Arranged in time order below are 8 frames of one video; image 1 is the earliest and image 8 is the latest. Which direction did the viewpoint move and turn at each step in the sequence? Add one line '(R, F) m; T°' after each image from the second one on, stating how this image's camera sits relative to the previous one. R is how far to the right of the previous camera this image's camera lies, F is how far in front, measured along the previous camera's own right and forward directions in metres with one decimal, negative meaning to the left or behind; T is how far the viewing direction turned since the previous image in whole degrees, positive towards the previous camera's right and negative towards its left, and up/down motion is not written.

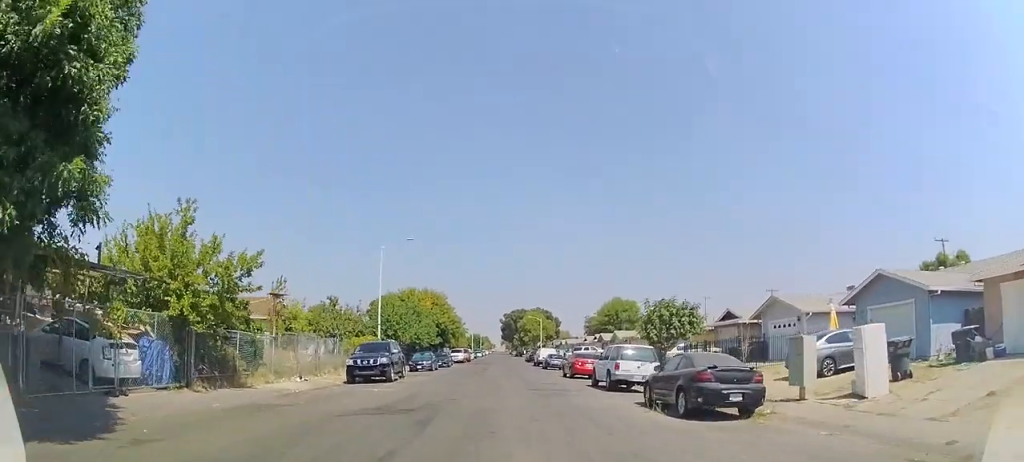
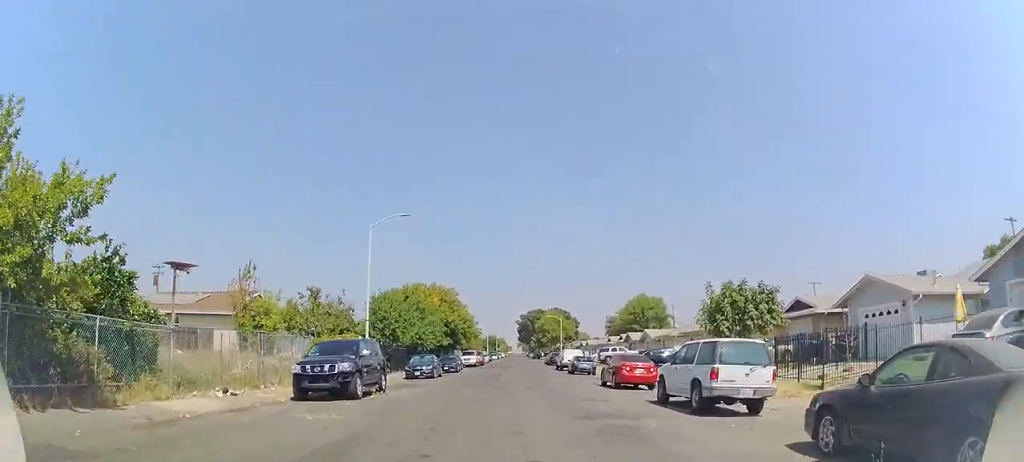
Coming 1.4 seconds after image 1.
(0.0, +7.5) m; -1°
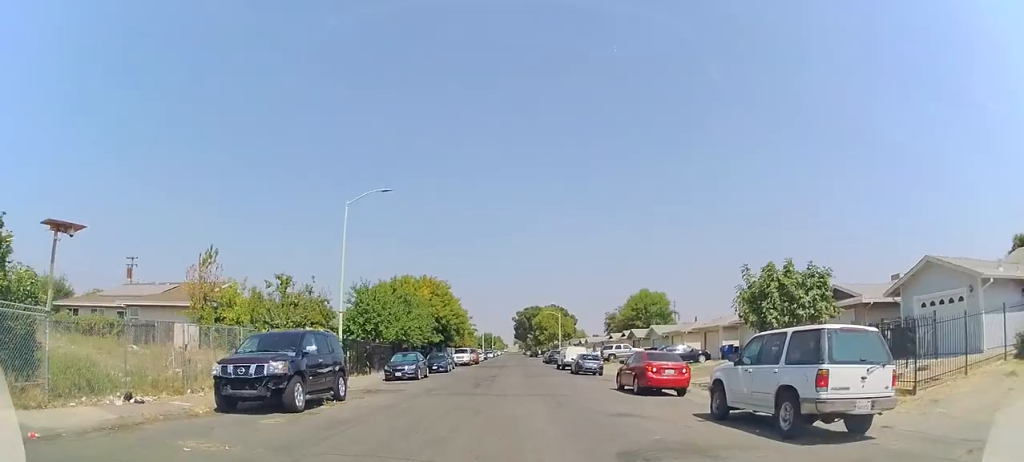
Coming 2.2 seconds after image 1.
(-0.1, +4.4) m; -1°
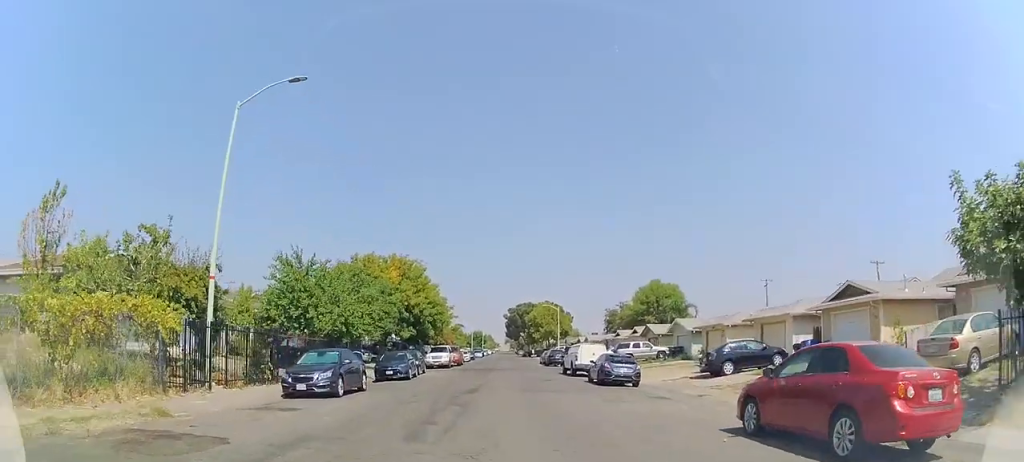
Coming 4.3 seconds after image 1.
(0.0, +11.7) m; 0°
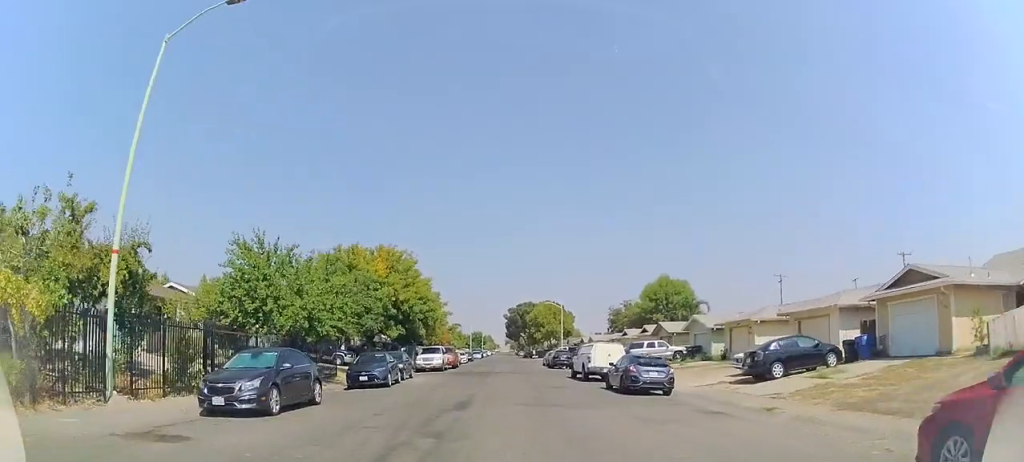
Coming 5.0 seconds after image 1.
(0.0, +4.6) m; +1°
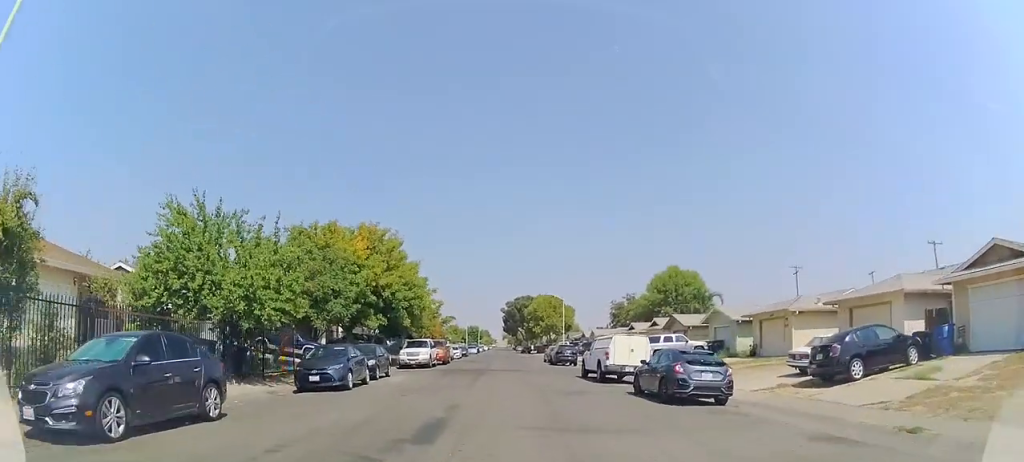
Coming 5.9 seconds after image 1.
(0.0, +5.1) m; 0°
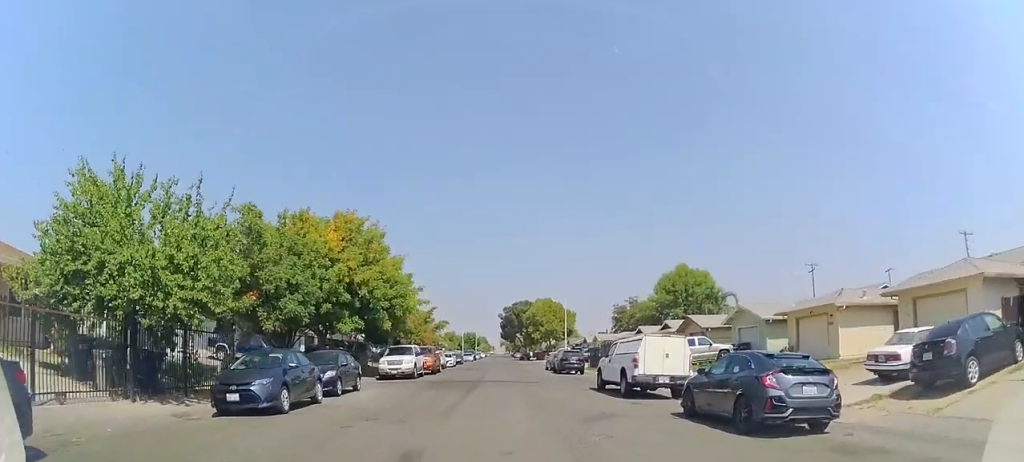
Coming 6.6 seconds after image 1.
(0.0, +4.7) m; 0°
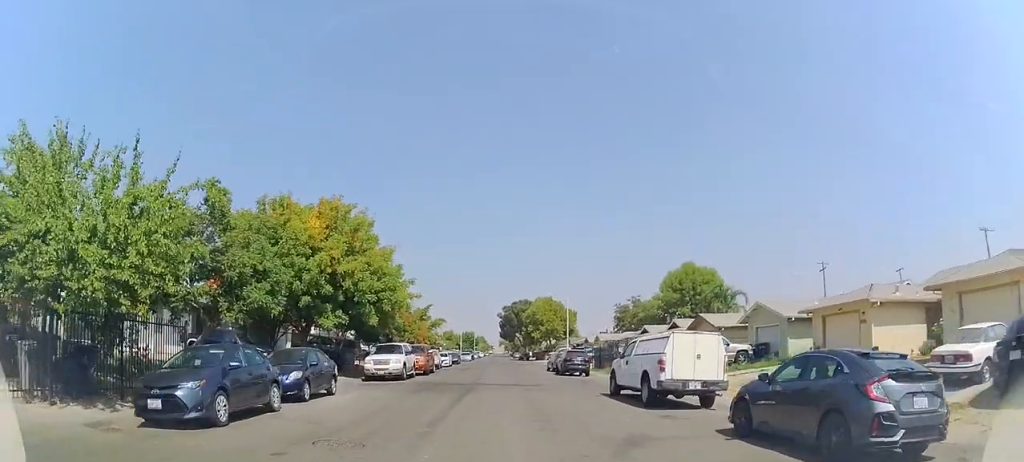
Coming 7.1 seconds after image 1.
(0.0, +2.7) m; 0°
